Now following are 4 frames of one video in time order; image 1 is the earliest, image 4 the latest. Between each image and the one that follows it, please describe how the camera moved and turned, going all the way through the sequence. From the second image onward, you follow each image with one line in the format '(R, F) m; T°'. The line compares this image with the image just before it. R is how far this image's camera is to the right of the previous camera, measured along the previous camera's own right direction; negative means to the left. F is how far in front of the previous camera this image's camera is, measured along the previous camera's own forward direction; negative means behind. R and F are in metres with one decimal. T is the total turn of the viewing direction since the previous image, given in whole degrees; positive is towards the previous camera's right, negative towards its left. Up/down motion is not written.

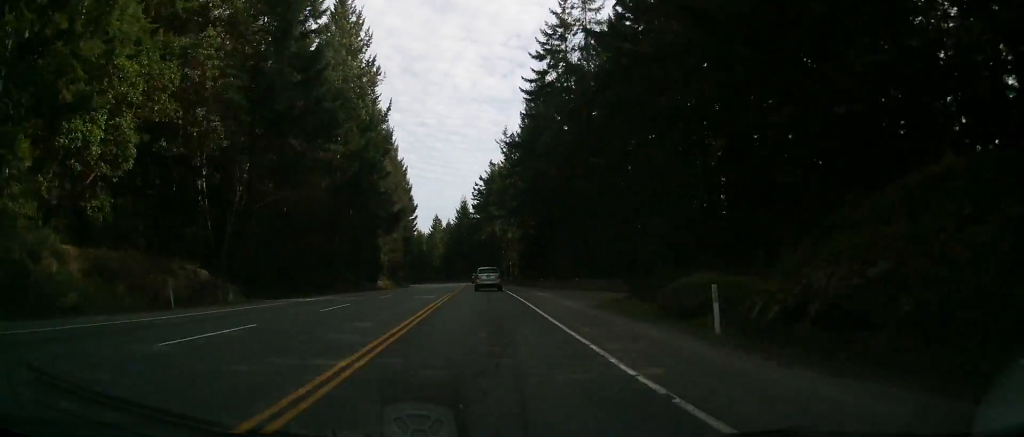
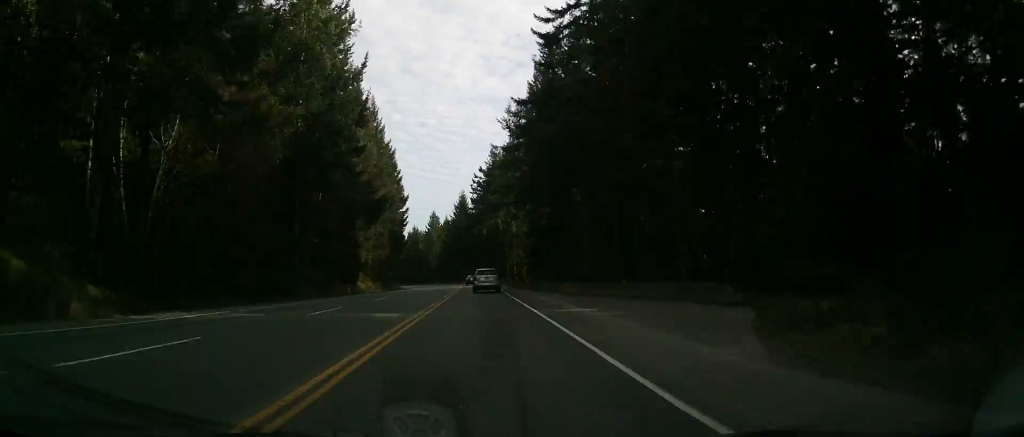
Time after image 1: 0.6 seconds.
(0.0, +14.8) m; 0°
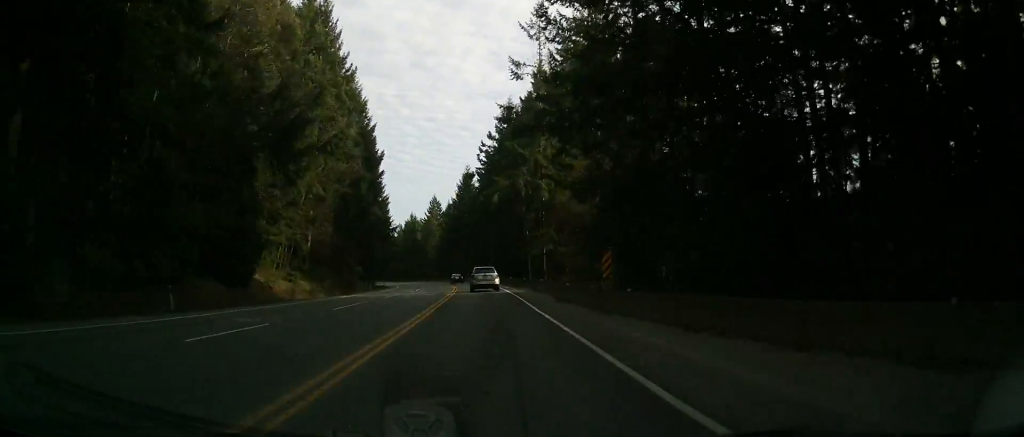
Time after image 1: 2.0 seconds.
(+0.2, +35.1) m; +1°
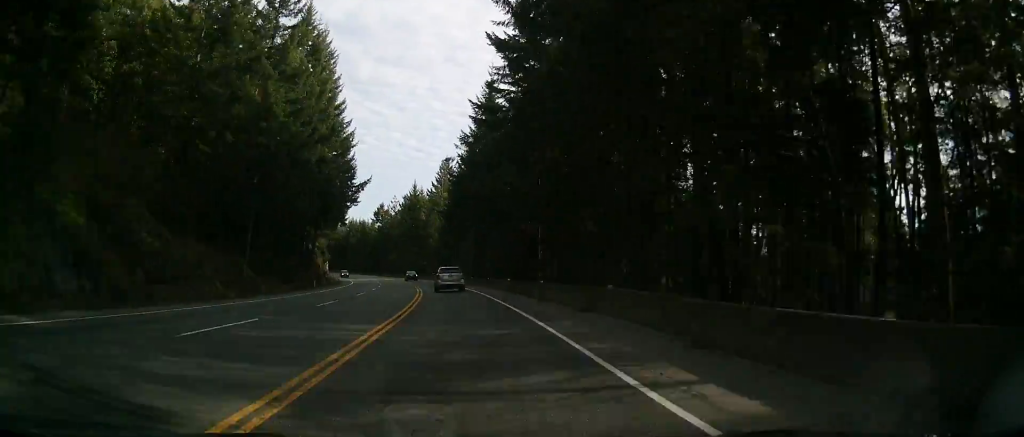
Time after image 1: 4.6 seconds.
(+0.4, +61.5) m; 0°
